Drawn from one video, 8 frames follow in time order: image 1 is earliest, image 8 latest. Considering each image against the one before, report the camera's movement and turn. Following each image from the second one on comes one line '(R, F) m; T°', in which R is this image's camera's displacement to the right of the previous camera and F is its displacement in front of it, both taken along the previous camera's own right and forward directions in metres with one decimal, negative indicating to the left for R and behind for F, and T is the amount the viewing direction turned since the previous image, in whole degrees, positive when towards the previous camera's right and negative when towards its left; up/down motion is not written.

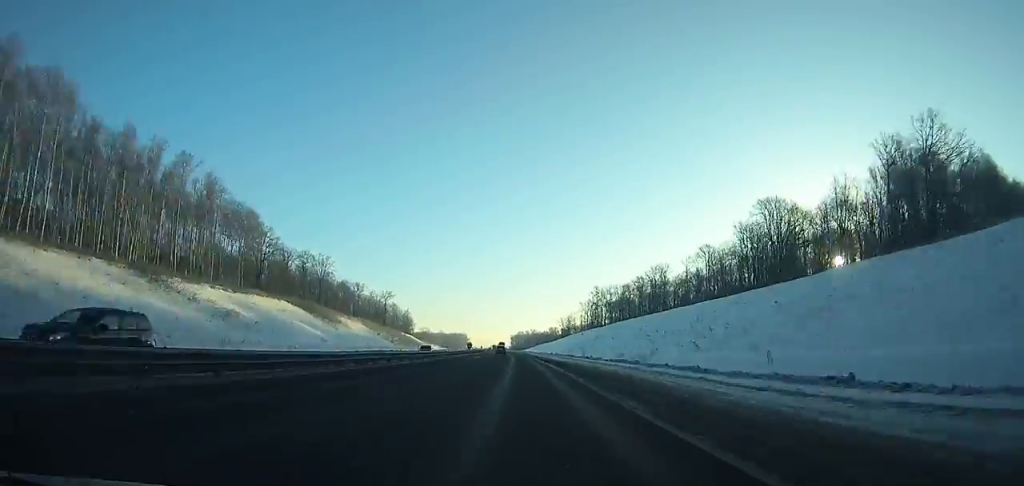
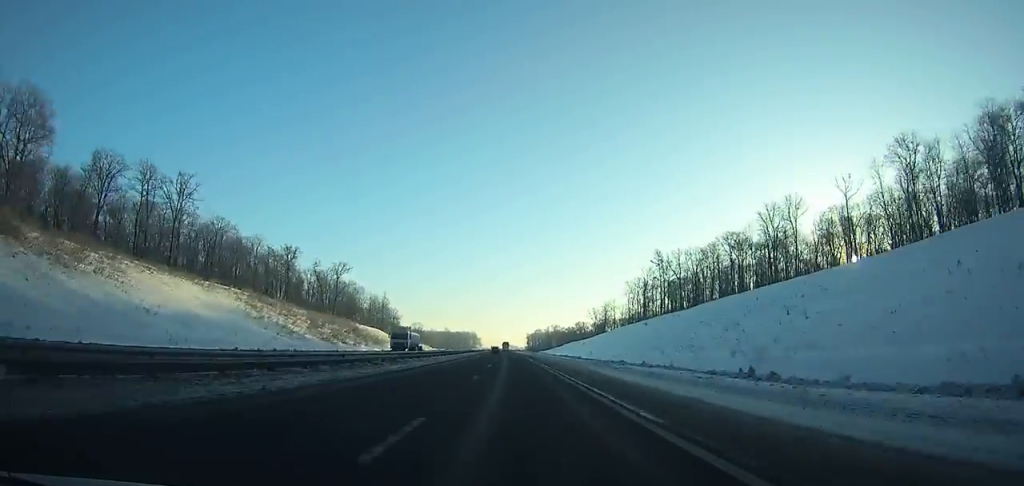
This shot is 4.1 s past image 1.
(-1.8, +110.4) m; -2°
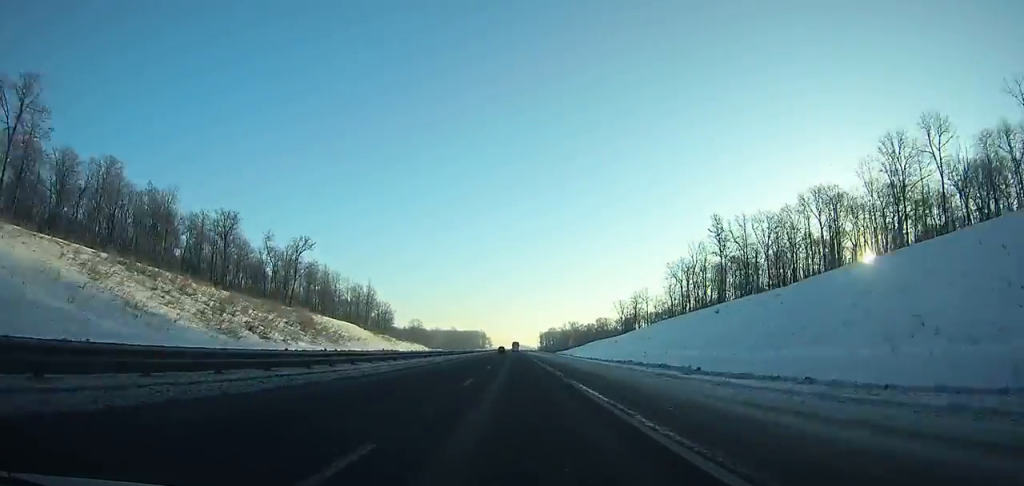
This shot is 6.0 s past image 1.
(-0.4, +51.2) m; 0°
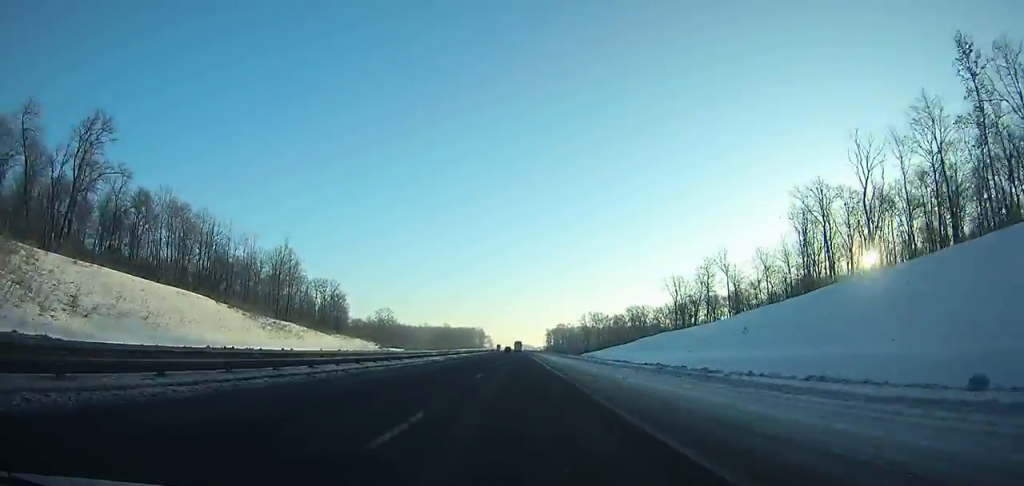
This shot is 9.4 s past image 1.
(-0.4, +91.6) m; 0°
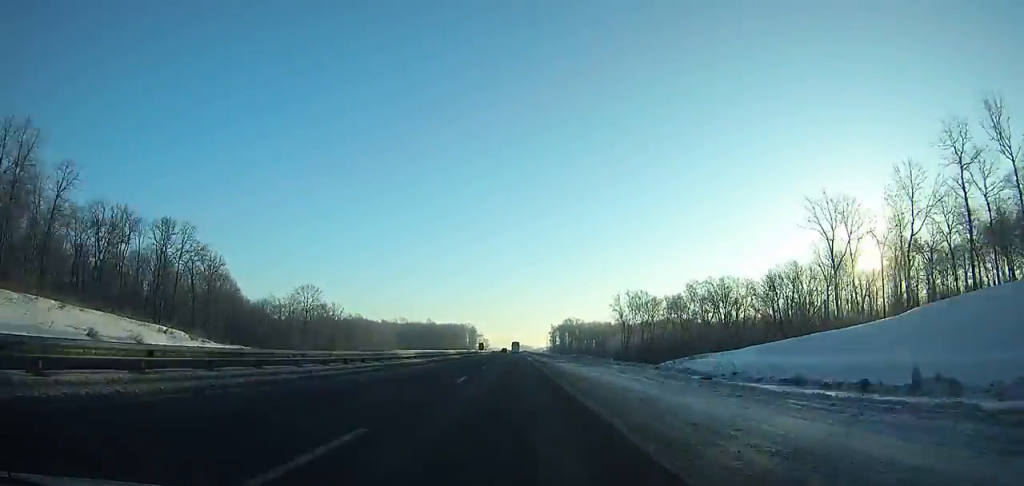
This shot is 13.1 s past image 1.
(+0.1, +99.8) m; 0°
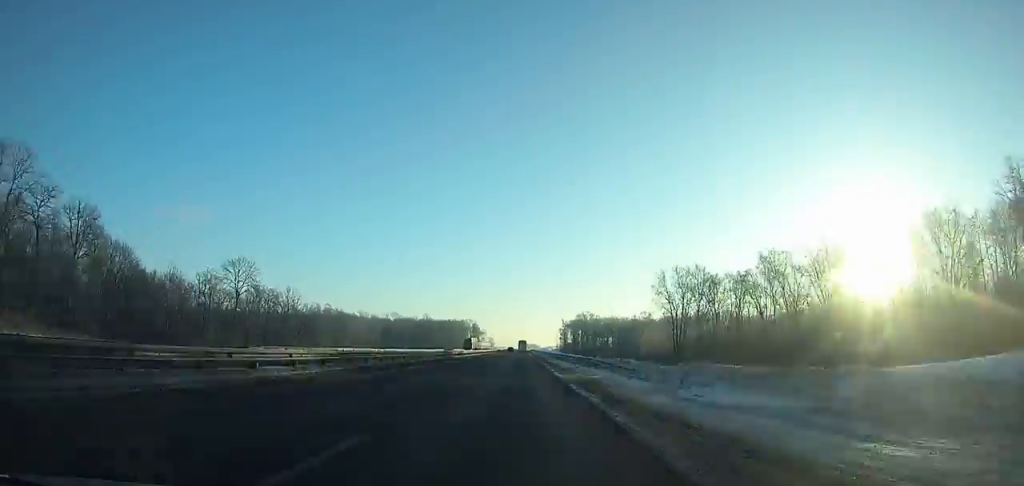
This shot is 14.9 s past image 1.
(-0.4, +48.5) m; 0°
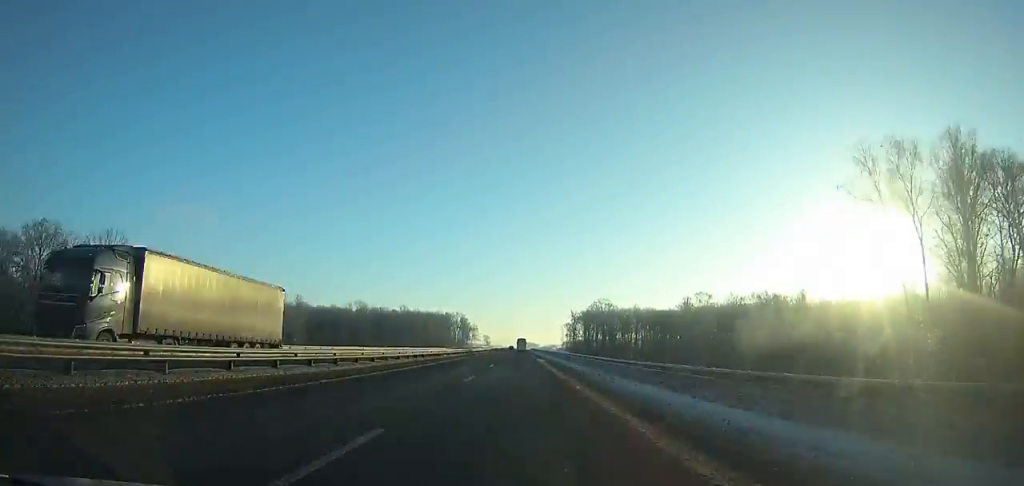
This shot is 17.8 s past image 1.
(+0.2, +77.9) m; +1°
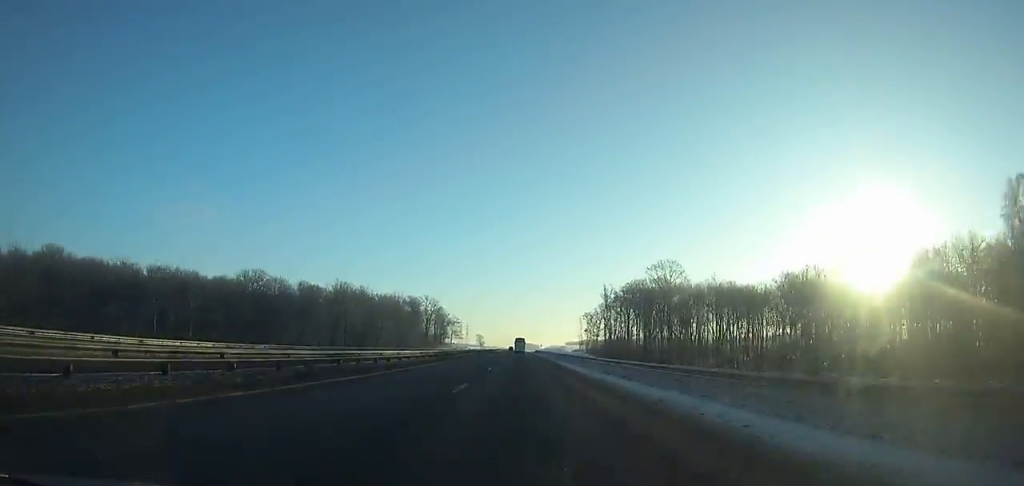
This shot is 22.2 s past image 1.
(+1.1, +117.5) m; +1°
